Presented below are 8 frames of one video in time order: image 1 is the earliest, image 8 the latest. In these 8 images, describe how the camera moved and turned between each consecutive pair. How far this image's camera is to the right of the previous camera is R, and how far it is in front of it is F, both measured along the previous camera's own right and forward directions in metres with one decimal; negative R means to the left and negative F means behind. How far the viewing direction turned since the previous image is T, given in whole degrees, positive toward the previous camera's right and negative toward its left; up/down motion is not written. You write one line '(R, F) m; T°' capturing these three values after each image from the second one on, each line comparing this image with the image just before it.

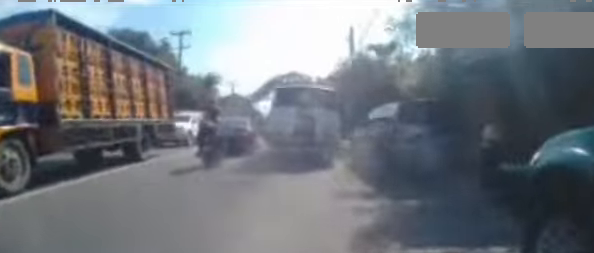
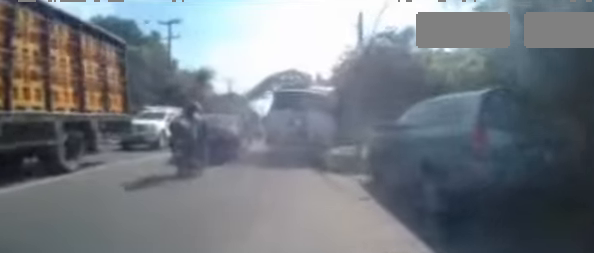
(+0.1, +2.9) m; 0°
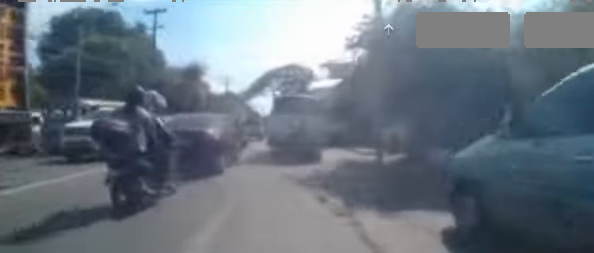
(-0.1, +3.8) m; -2°
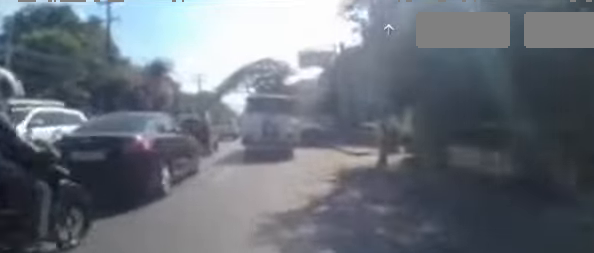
(-0.1, +3.5) m; 0°
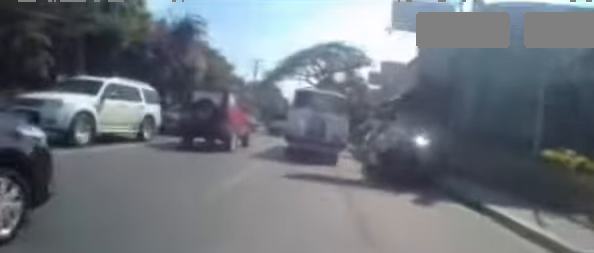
(+0.2, +10.6) m; +1°
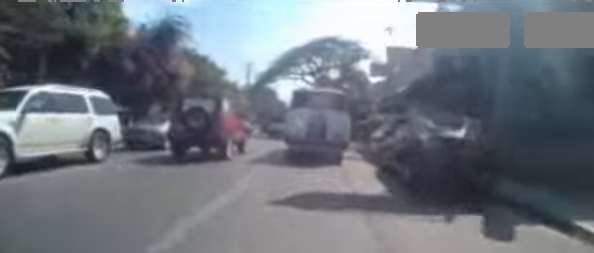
(0.0, +2.4) m; 0°
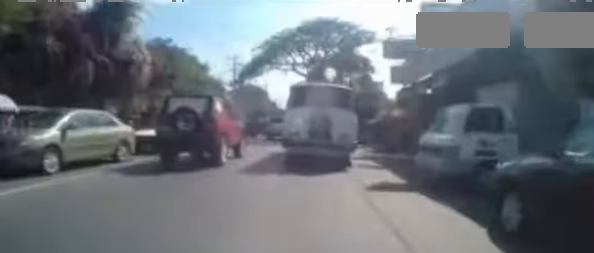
(0.0, +5.8) m; 0°
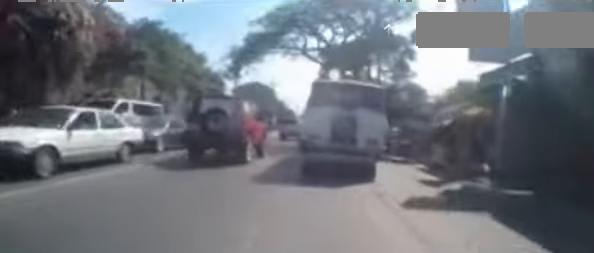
(0.0, +7.3) m; -1°
